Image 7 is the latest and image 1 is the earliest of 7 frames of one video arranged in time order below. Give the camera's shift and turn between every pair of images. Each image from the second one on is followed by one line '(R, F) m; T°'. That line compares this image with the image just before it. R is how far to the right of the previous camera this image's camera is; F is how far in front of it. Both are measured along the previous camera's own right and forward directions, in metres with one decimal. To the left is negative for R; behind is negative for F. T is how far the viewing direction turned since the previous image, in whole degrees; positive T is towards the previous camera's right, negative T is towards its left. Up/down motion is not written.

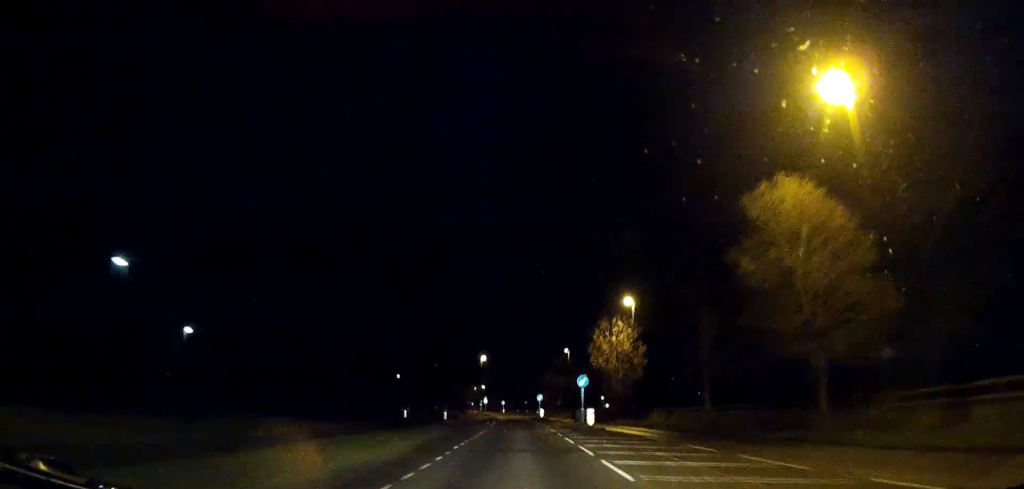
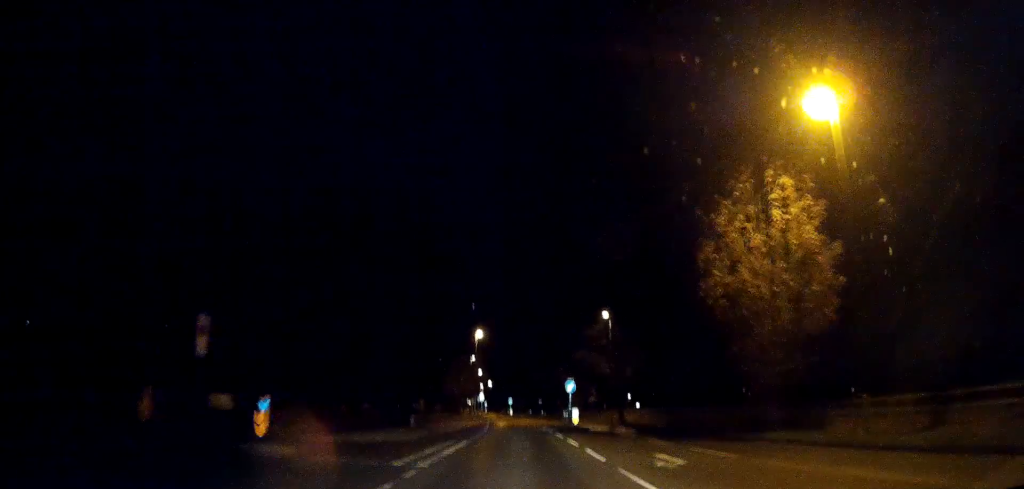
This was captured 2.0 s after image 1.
(-0.5, +36.0) m; -1°
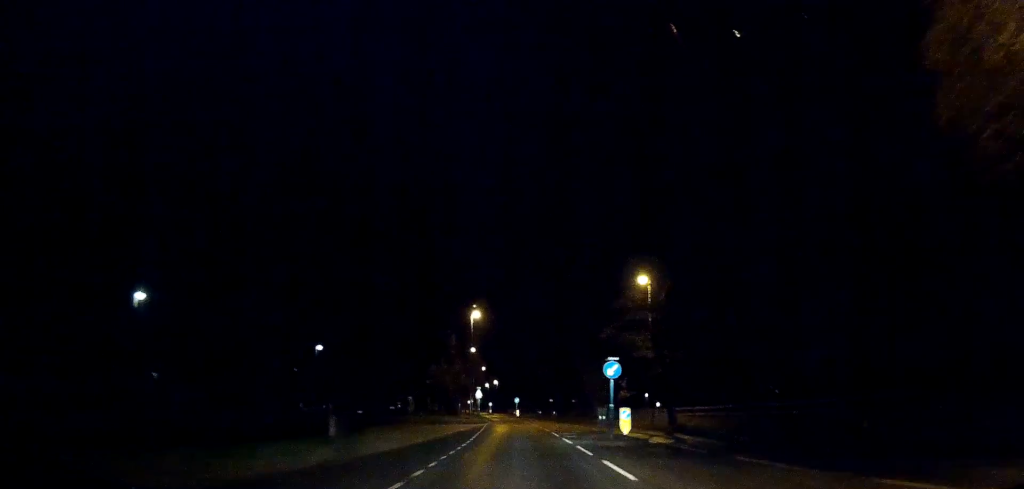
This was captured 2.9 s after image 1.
(0.0, +16.4) m; -1°
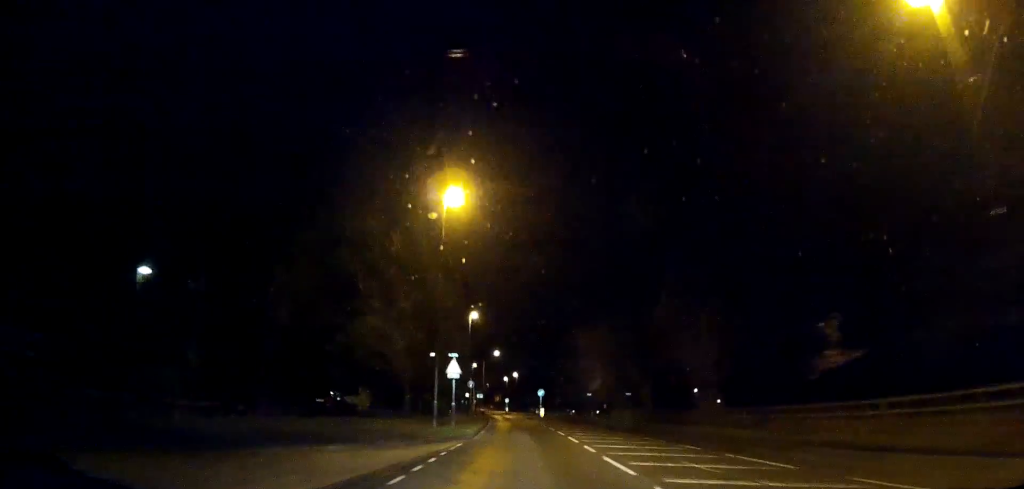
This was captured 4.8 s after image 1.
(-0.8, +33.7) m; -3°
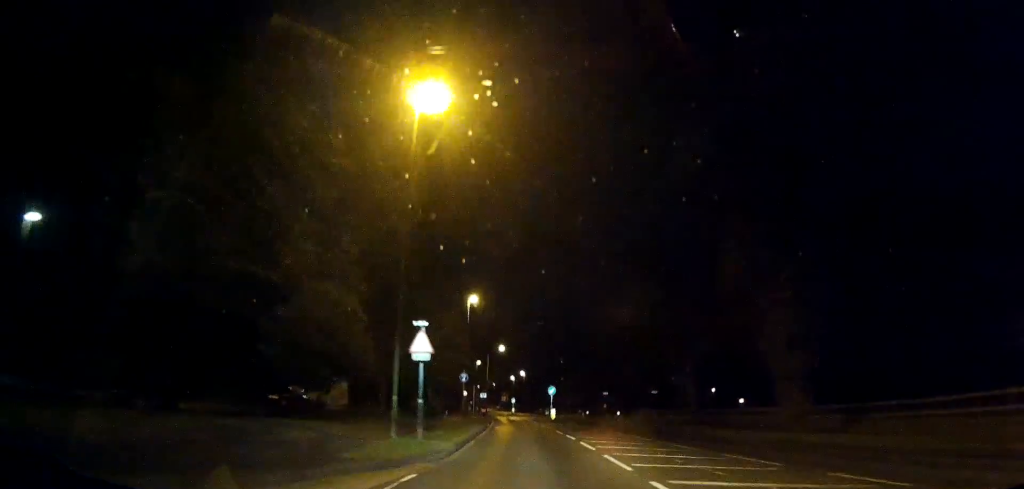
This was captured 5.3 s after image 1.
(0.0, +9.5) m; 0°
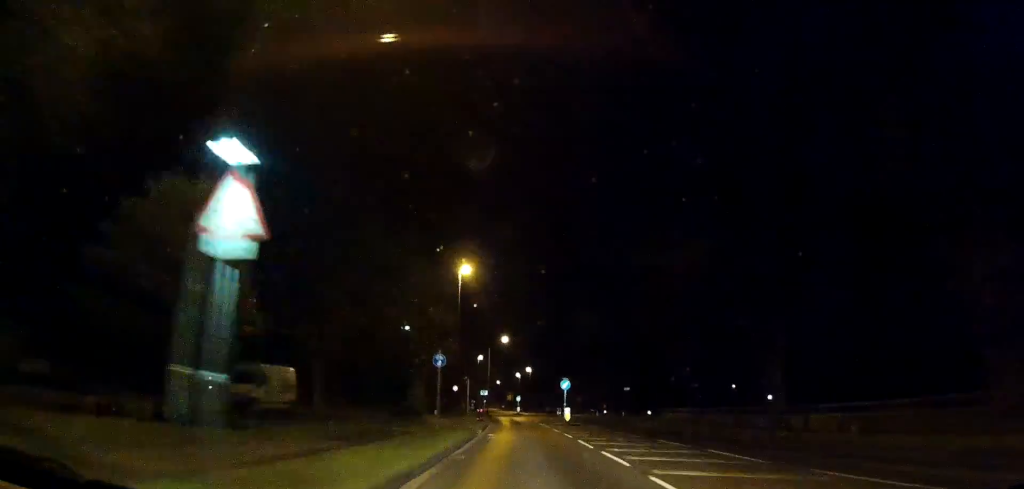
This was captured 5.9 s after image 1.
(0.0, +11.2) m; -1°
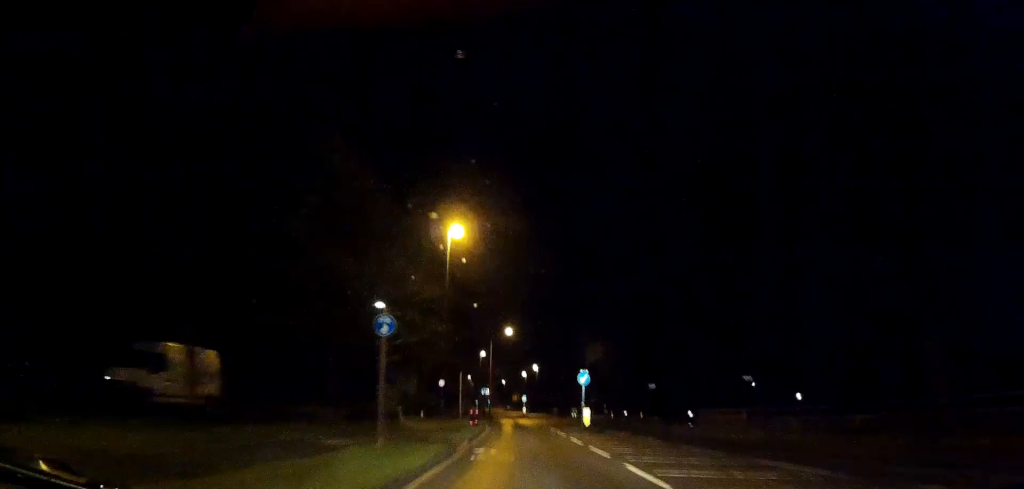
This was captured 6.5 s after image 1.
(0.0, +9.5) m; -1°
